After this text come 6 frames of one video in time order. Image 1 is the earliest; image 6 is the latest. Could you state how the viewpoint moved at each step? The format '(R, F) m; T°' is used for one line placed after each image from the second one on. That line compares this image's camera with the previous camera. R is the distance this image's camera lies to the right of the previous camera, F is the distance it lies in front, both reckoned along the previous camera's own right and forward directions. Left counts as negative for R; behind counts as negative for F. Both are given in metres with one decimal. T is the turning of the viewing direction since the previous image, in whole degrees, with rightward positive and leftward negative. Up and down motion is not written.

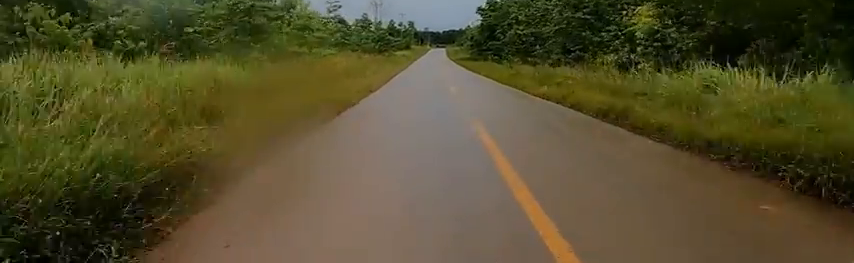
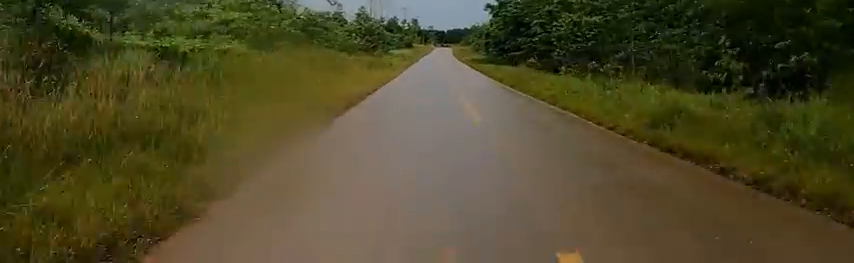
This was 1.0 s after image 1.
(+0.2, +12.6) m; -3°
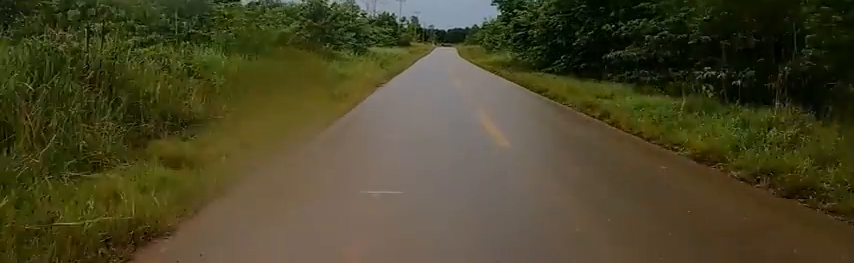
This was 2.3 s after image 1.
(0.0, +16.7) m; +7°
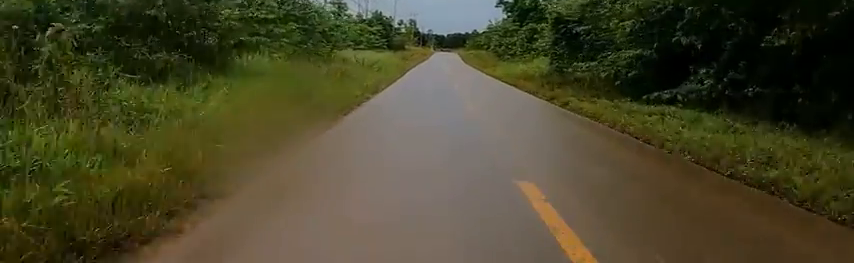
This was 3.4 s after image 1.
(+1.1, +13.0) m; +4°
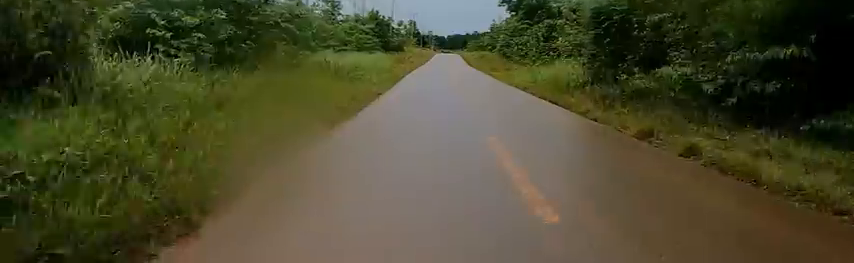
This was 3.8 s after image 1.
(-0.1, +5.4) m; -1°
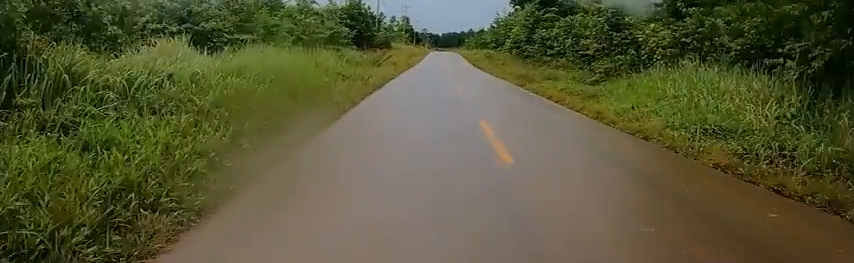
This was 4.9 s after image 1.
(-0.1, +13.3) m; -2°
